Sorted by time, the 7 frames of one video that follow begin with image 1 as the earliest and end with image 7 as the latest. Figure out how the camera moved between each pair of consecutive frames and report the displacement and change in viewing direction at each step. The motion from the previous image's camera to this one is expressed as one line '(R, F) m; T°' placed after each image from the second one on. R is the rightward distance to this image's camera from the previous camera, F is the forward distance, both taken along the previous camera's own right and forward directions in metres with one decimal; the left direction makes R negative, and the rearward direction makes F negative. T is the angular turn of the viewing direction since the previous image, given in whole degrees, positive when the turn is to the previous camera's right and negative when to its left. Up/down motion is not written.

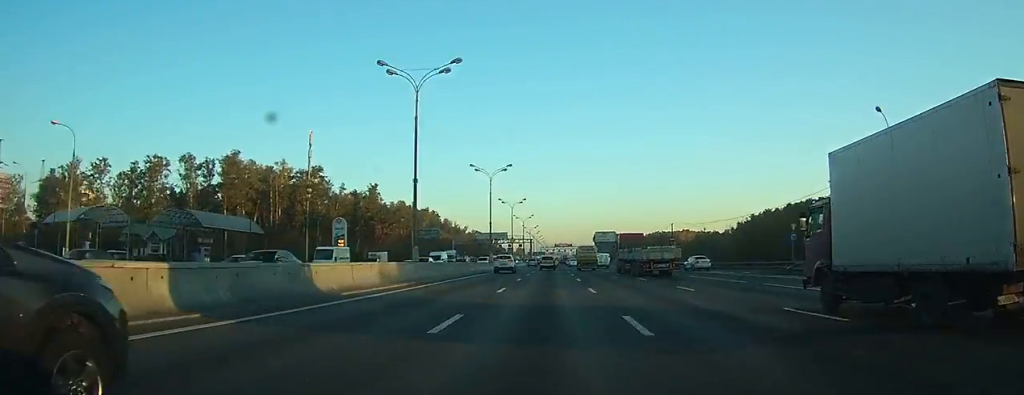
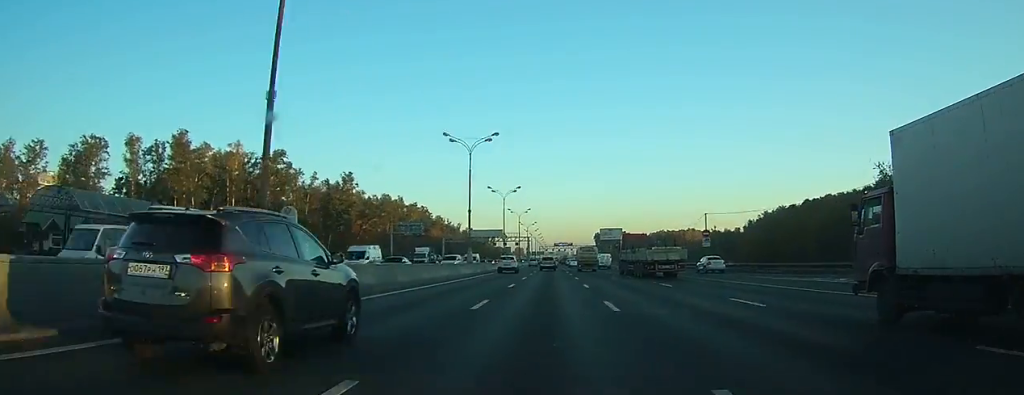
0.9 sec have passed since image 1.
(0.0, +17.8) m; 0°
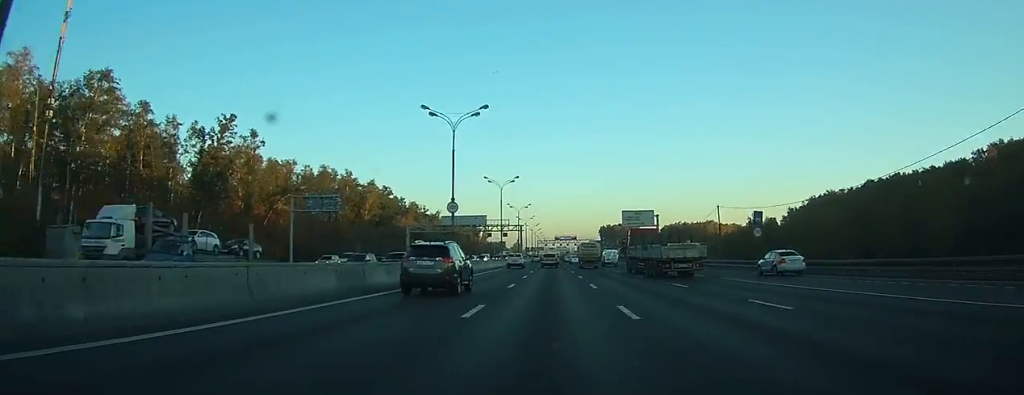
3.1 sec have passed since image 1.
(+0.2, +49.5) m; 0°
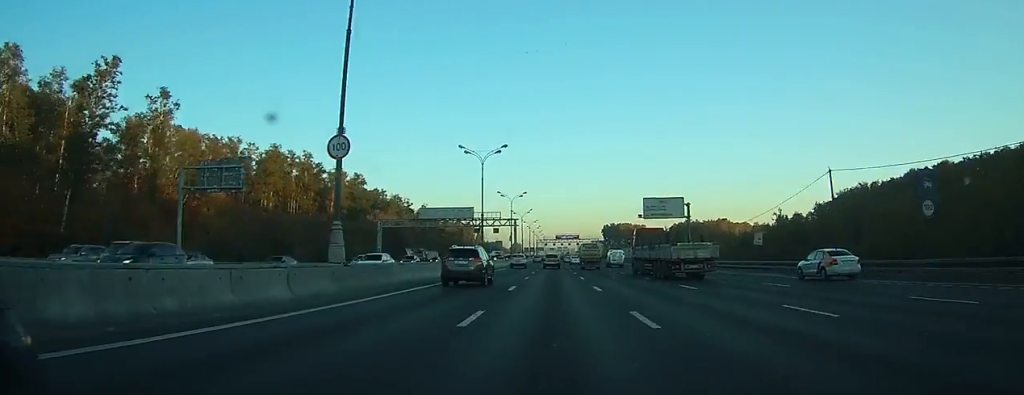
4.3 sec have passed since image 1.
(-0.1, +26.5) m; 0°
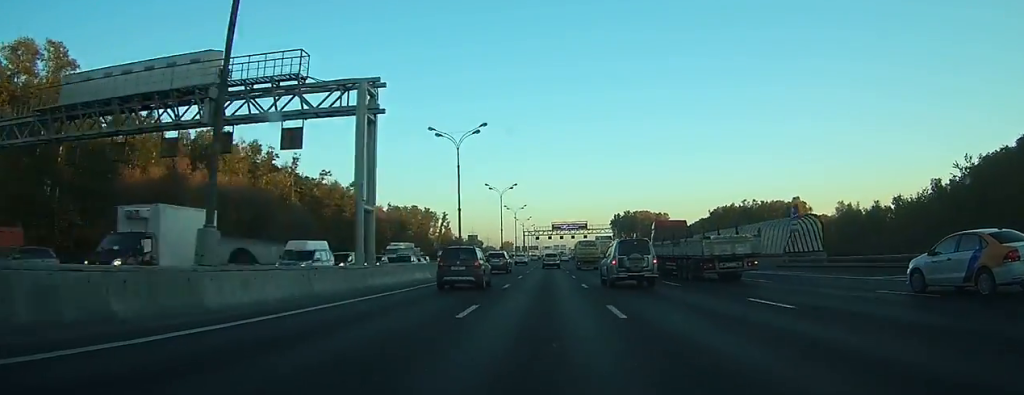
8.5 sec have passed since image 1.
(+0.1, +98.3) m; 0°
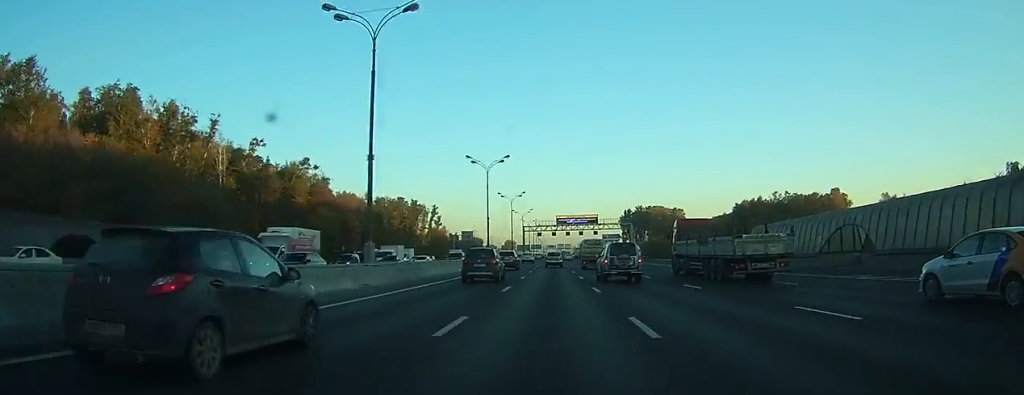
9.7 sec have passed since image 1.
(0.0, +27.0) m; 0°
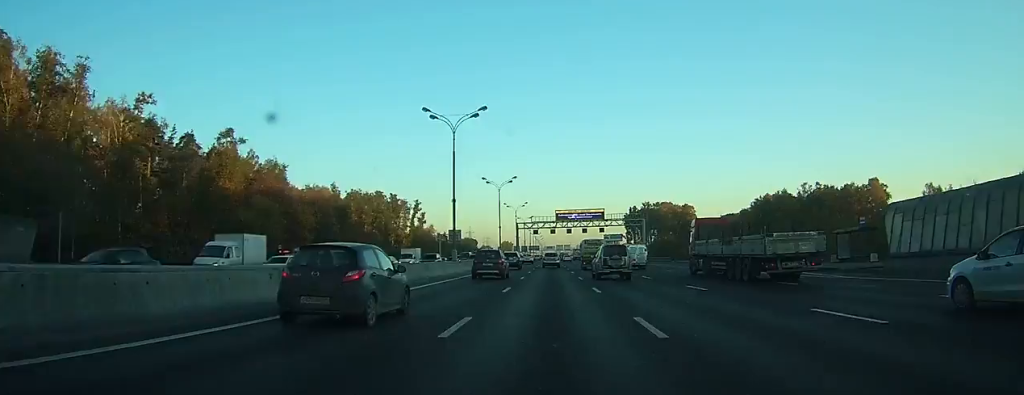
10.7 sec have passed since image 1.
(-0.1, +24.1) m; 0°
